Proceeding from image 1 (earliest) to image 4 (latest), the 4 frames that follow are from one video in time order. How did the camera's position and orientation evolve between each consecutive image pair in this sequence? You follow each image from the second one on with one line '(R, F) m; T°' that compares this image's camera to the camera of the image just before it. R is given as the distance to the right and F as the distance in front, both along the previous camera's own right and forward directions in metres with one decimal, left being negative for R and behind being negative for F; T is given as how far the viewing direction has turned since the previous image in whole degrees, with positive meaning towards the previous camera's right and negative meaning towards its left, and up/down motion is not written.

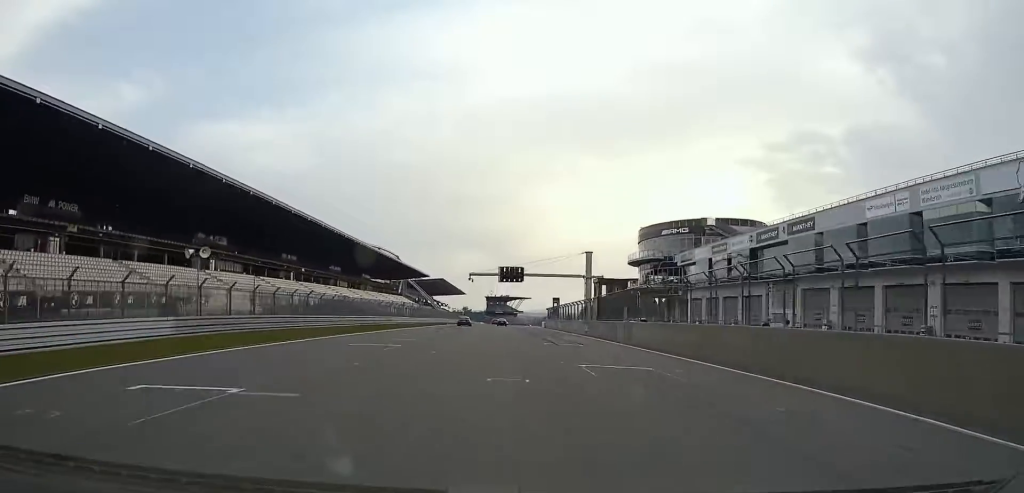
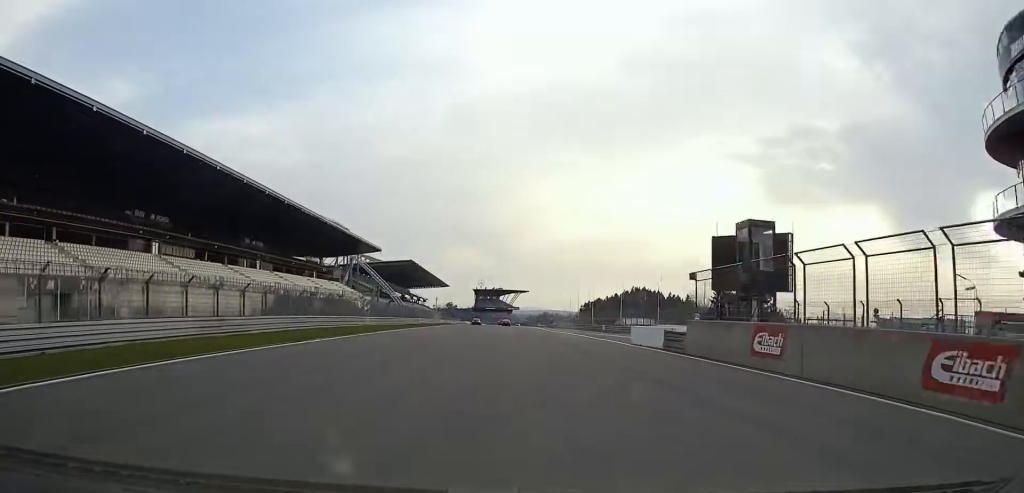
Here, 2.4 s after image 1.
(+0.8, +90.9) m; +1°
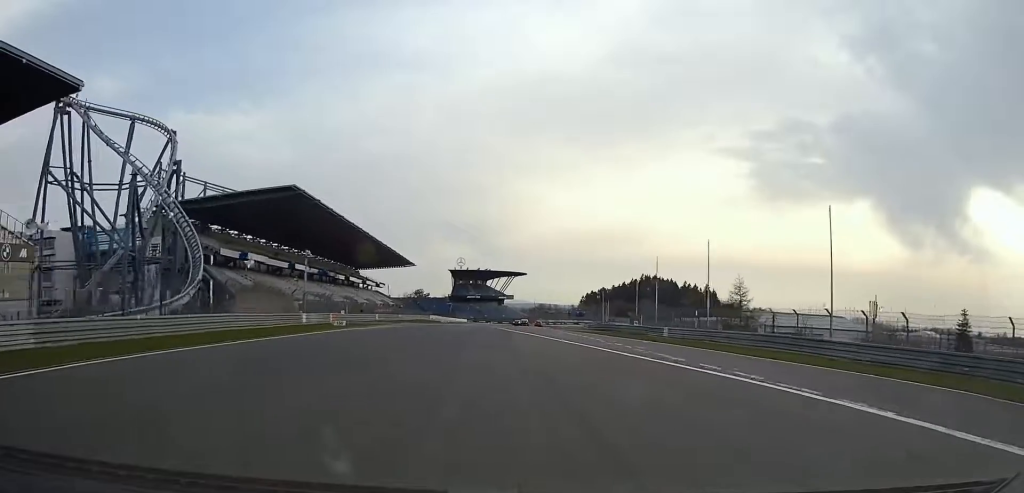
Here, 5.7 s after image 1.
(+0.6, +119.9) m; 0°
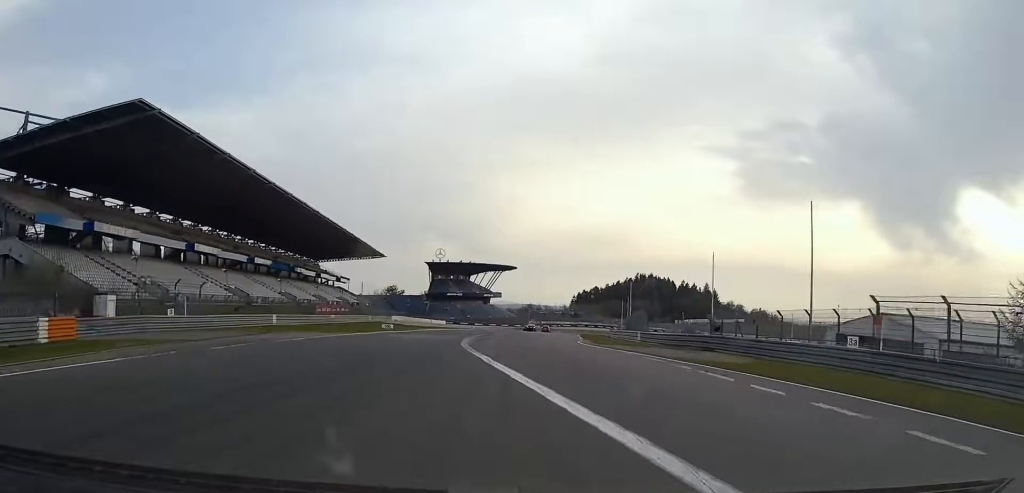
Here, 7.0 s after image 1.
(+0.1, +45.1) m; +1°
